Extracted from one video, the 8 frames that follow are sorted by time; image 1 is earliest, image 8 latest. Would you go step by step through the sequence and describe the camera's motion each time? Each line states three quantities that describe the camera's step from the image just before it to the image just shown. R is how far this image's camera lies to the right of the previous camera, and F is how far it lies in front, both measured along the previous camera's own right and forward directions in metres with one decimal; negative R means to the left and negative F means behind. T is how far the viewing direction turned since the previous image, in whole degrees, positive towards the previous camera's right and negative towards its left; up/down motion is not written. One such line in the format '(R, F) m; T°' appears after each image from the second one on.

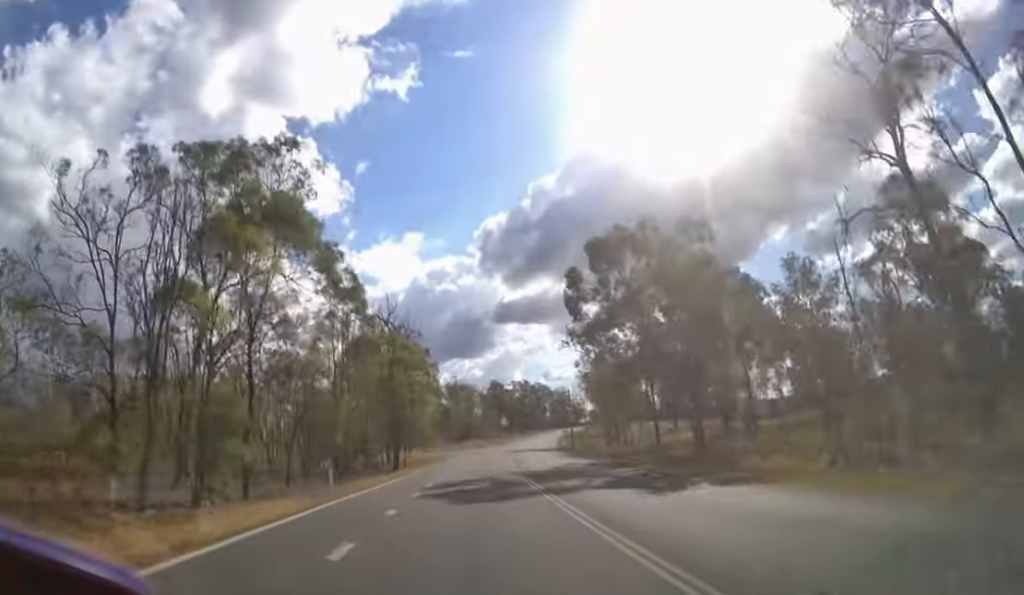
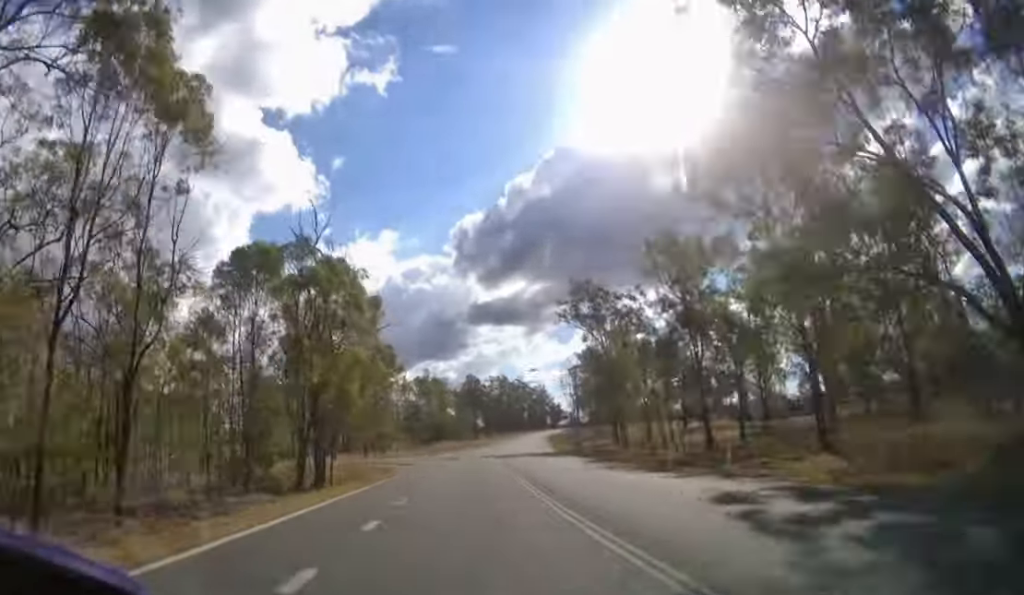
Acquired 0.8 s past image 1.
(+0.4, +17.6) m; +2°
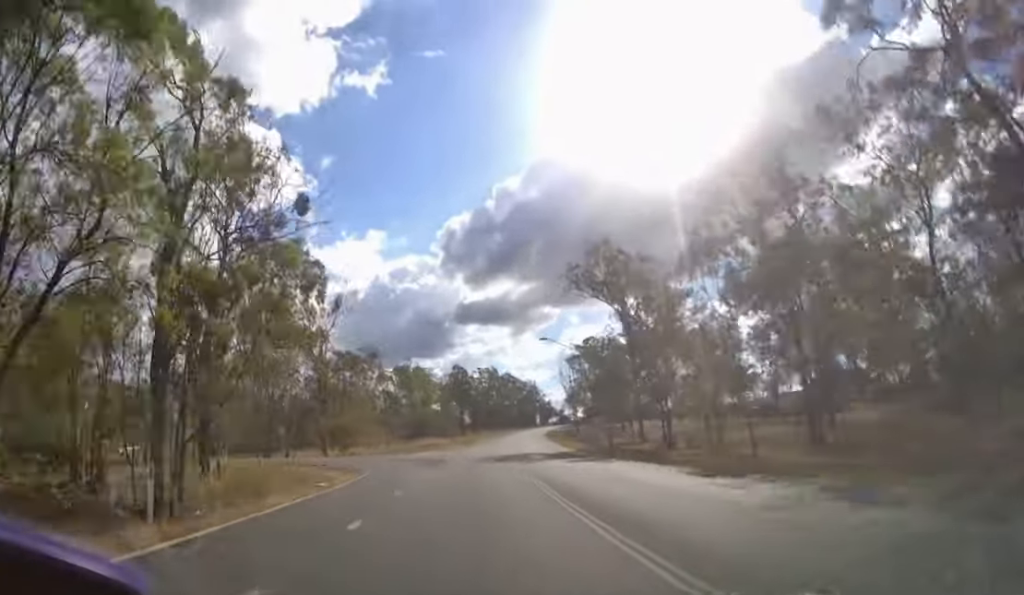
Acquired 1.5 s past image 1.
(+0.2, +13.9) m; +2°
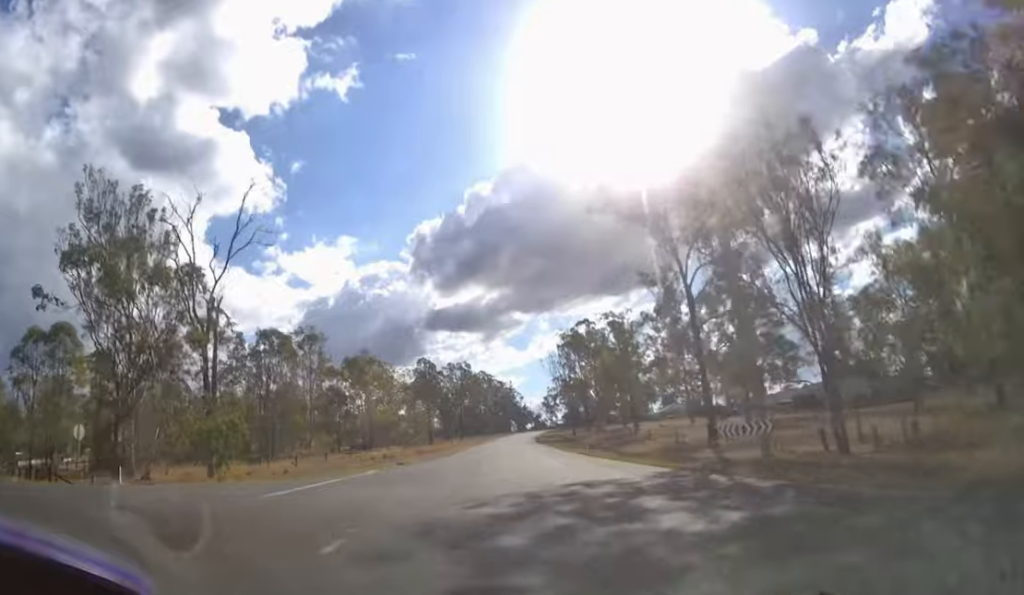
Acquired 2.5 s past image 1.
(+0.5, +22.2) m; +3°
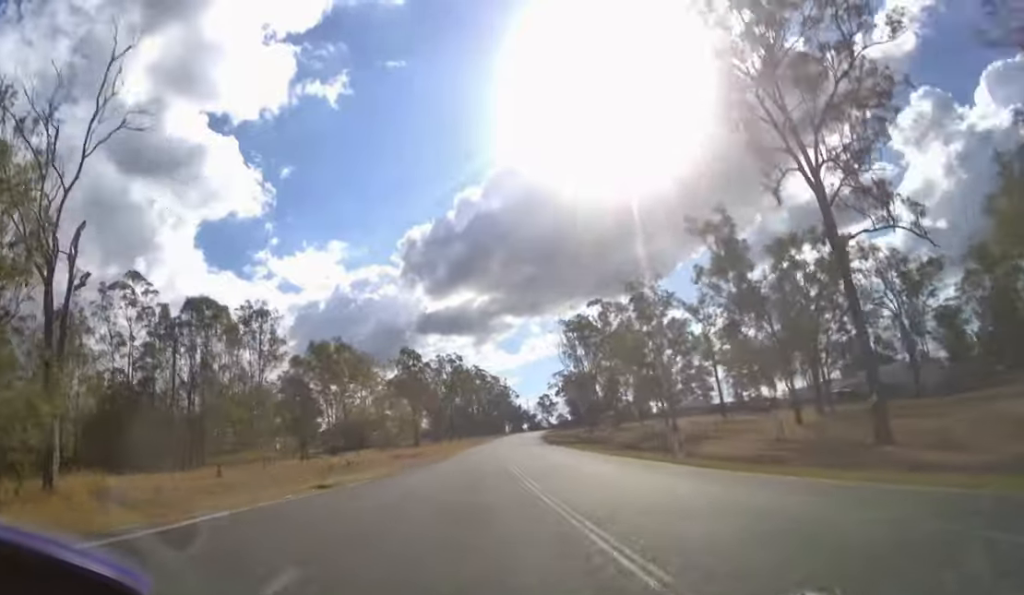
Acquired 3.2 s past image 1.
(+0.2, +15.9) m; +2°
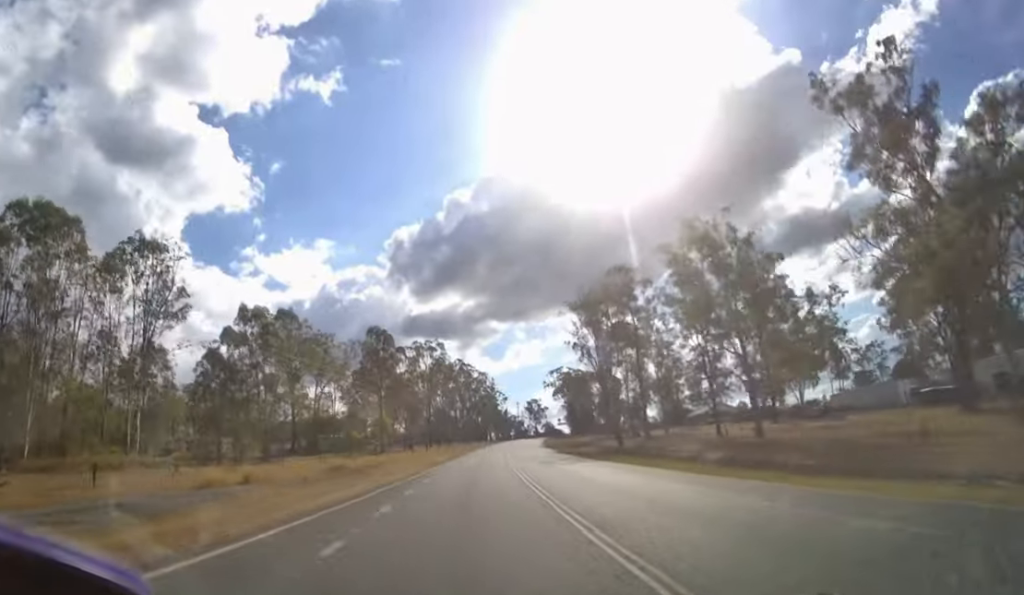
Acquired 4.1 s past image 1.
(+0.3, +20.8) m; +2°
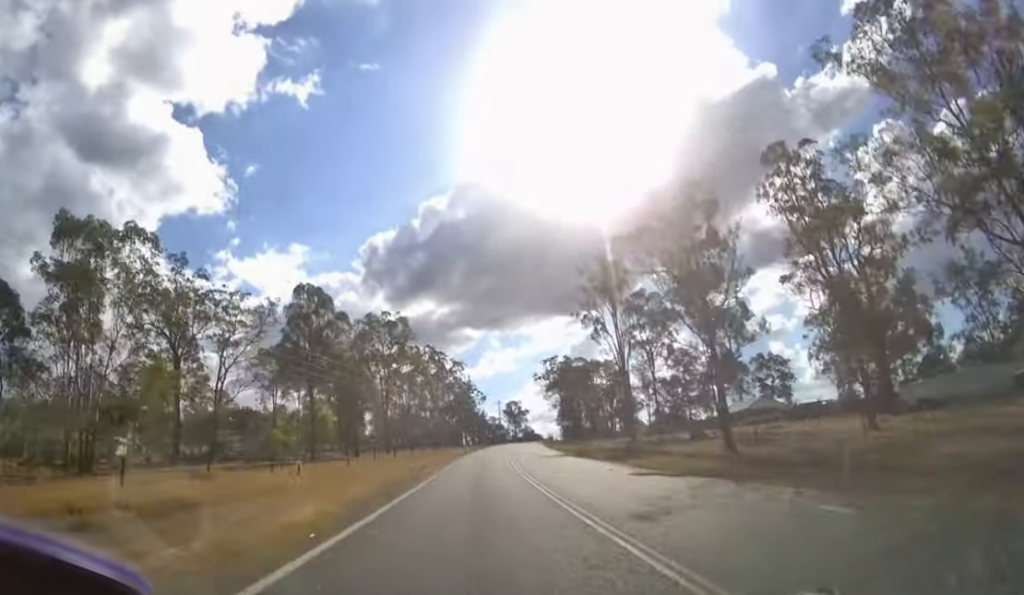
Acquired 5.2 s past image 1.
(+0.8, +28.3) m; +3°
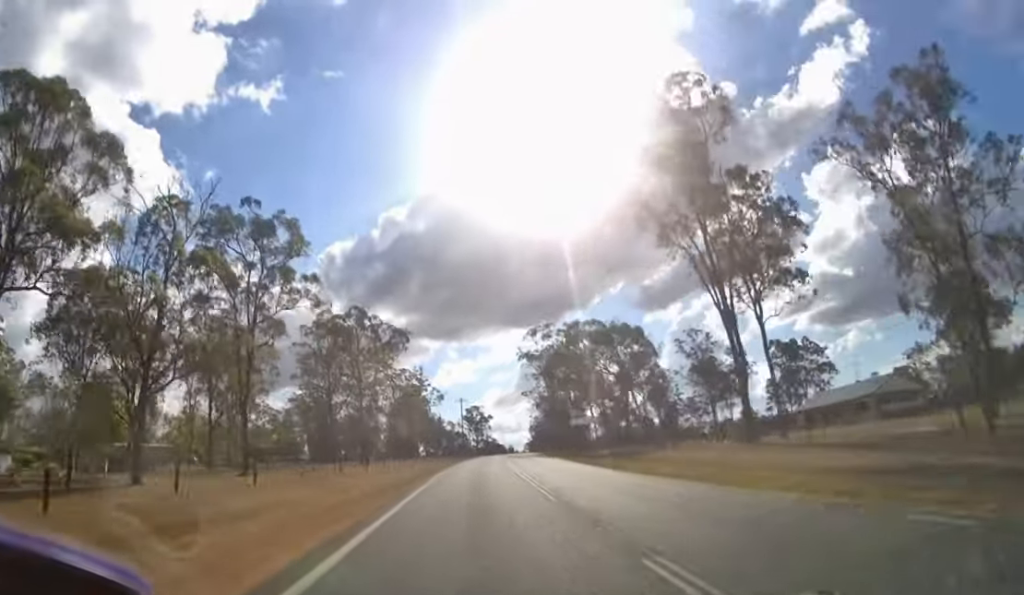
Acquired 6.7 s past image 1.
(+2.0, +42.6) m; +5°
